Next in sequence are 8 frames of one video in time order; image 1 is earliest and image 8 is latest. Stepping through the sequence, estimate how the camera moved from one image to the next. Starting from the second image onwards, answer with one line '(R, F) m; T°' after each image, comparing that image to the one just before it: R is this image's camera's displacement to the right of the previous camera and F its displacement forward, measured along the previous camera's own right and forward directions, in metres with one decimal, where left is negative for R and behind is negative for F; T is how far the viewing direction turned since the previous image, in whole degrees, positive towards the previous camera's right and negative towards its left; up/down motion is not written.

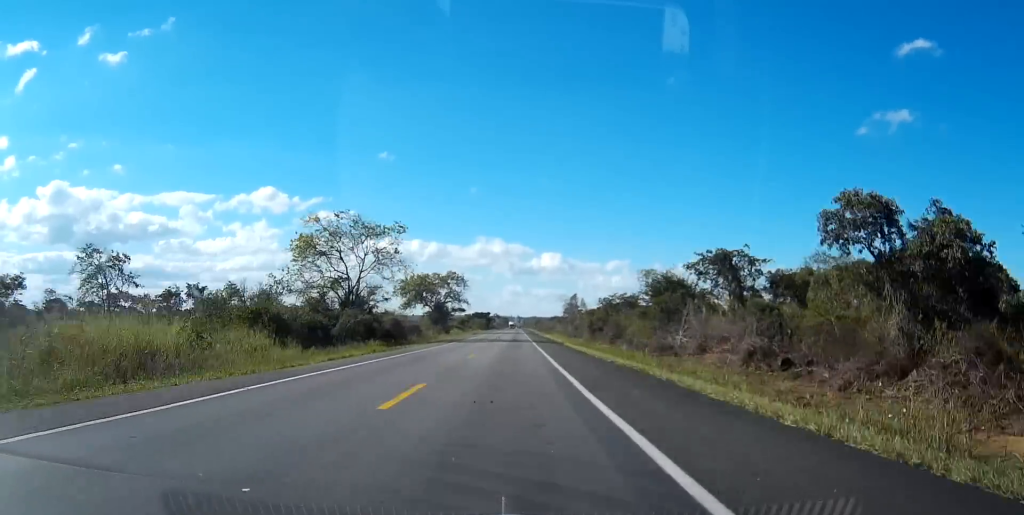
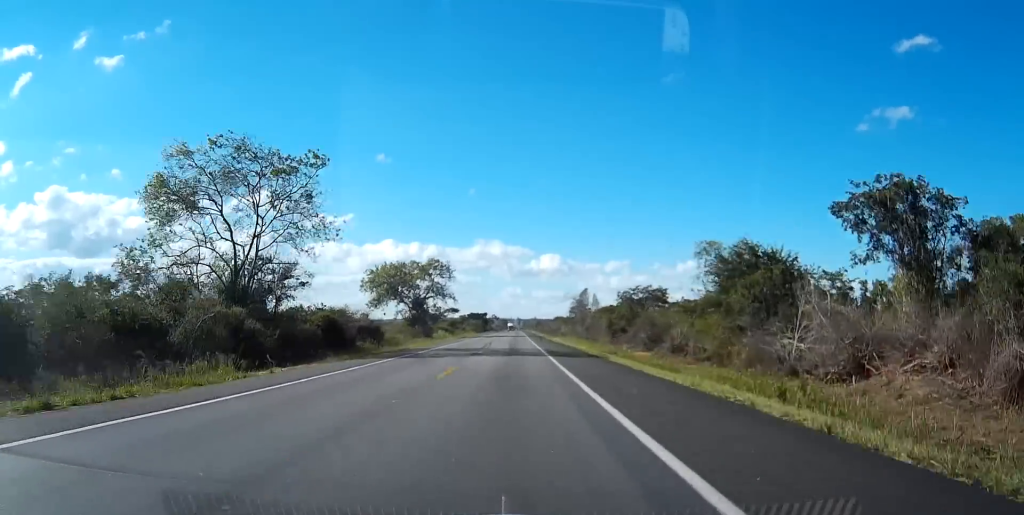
(0.0, +30.6) m; 0°
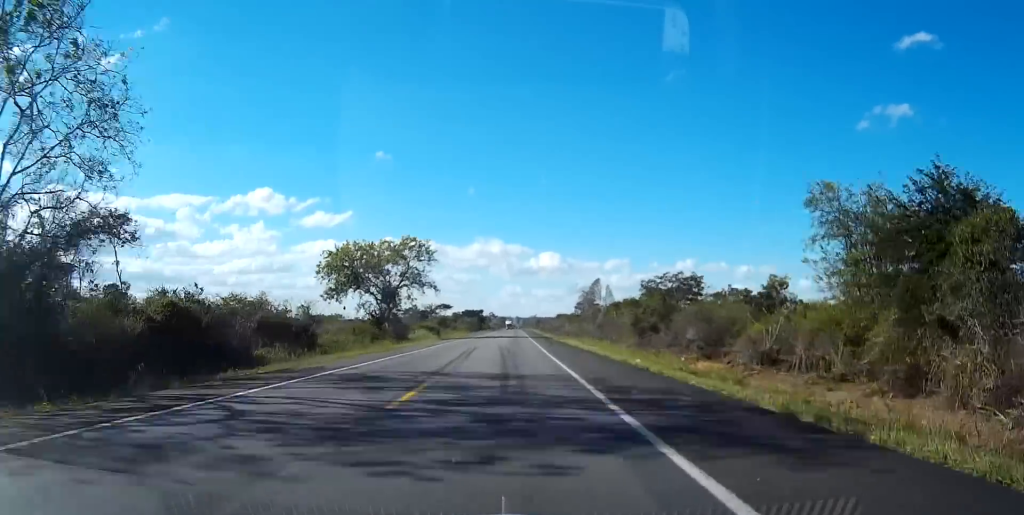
(0.0, +25.7) m; 0°
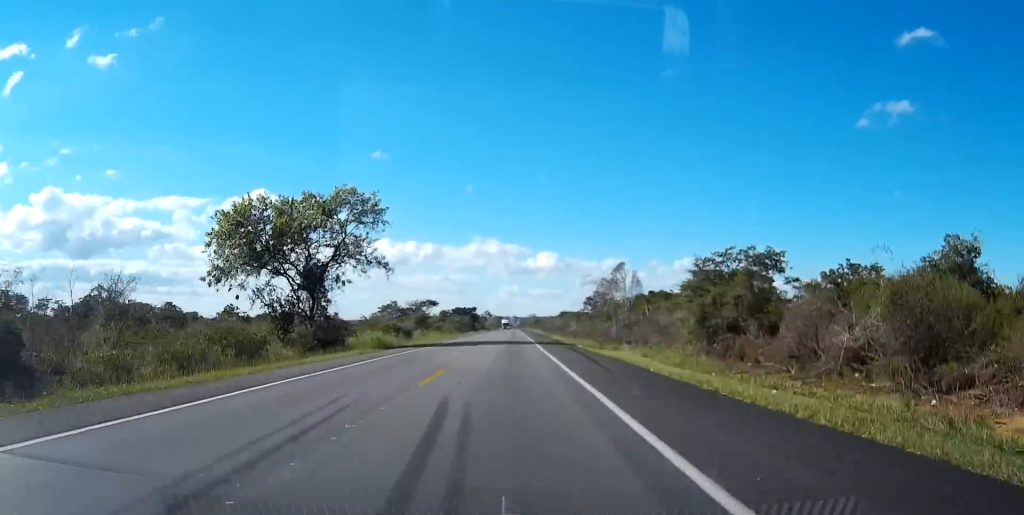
(0.0, +33.3) m; 0°
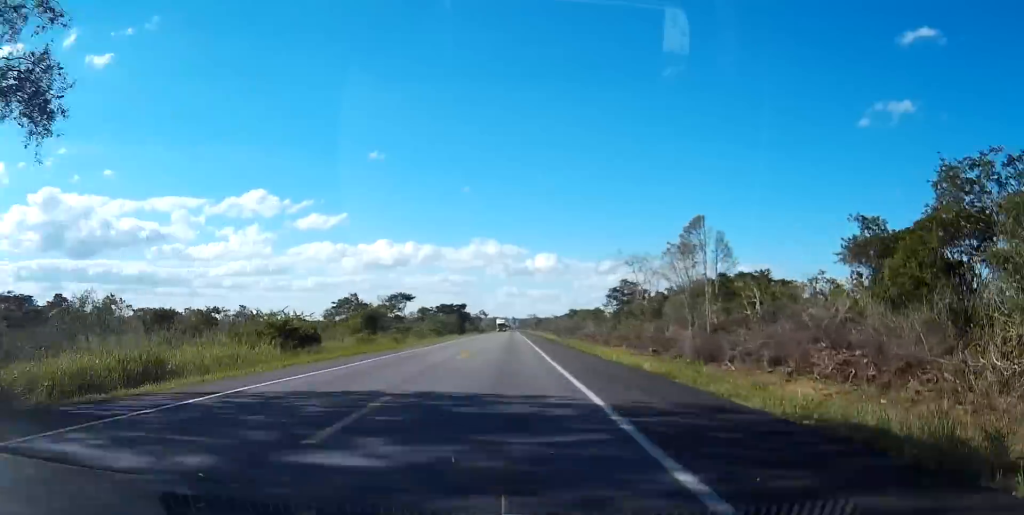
(0.0, +45.6) m; 0°
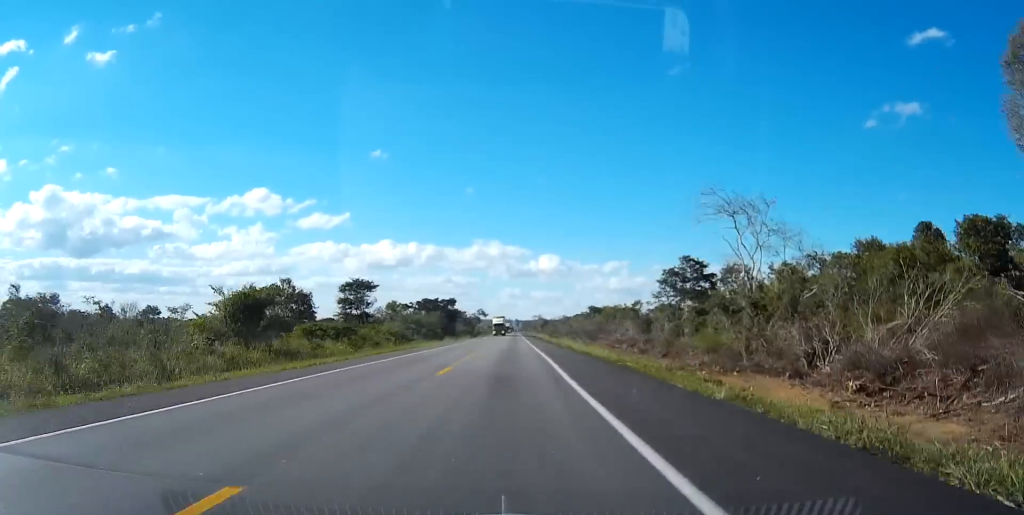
(0.0, +45.0) m; 0°
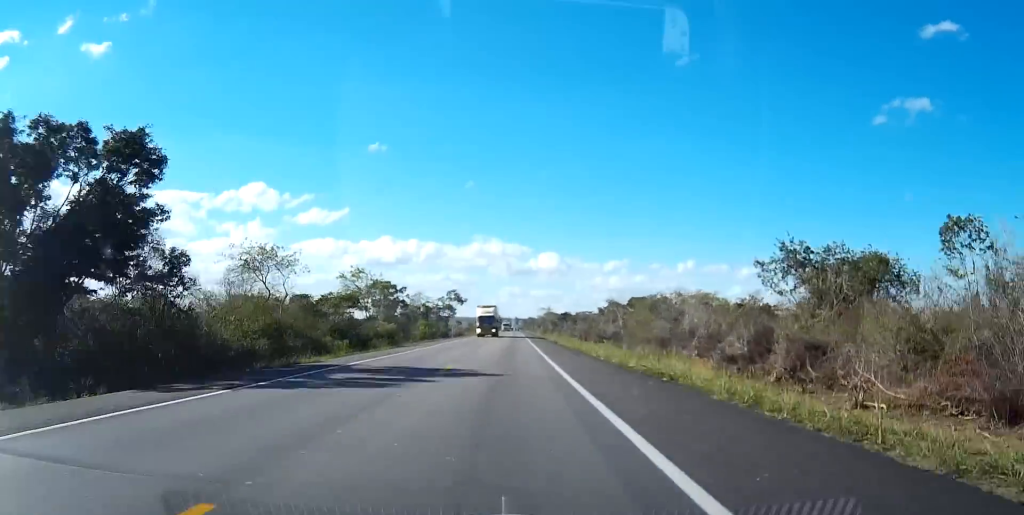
(-0.5, +133.2) m; 0°
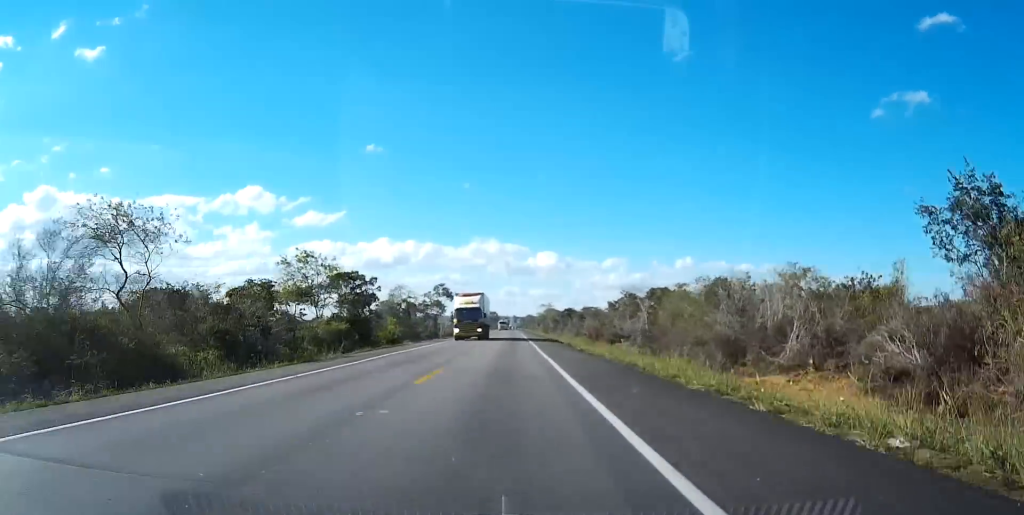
(0.0, +22.7) m; 0°
